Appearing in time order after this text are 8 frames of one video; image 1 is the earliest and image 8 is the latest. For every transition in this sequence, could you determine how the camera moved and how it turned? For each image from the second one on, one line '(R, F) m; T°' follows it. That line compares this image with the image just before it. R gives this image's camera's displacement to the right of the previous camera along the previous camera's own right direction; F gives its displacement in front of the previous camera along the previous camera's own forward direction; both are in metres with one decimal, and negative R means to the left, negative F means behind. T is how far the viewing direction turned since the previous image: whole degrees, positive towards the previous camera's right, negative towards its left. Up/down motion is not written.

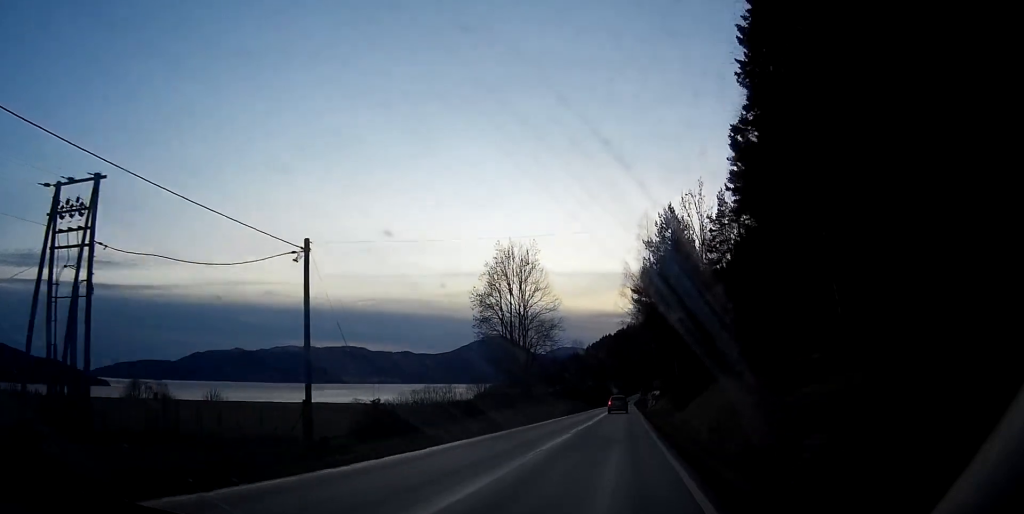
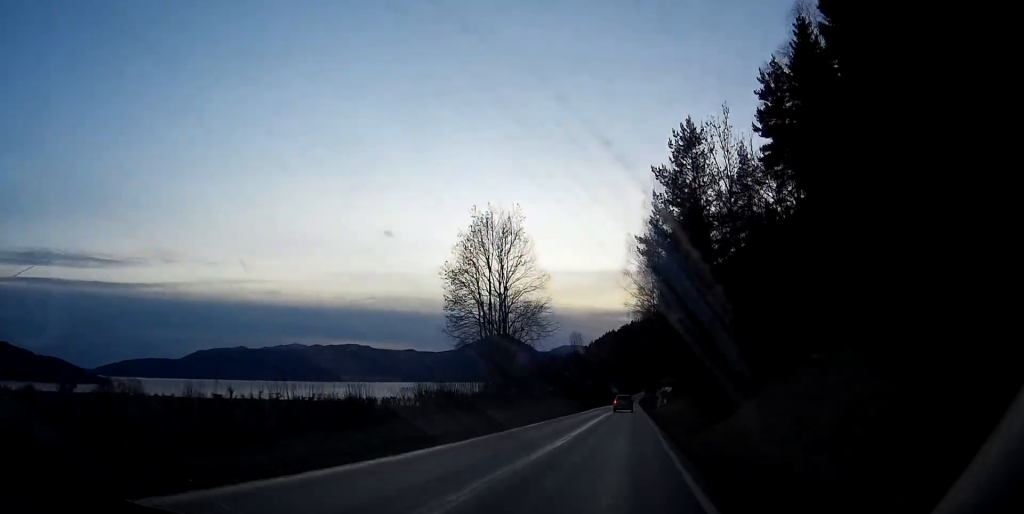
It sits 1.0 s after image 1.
(0.0, +17.7) m; 0°
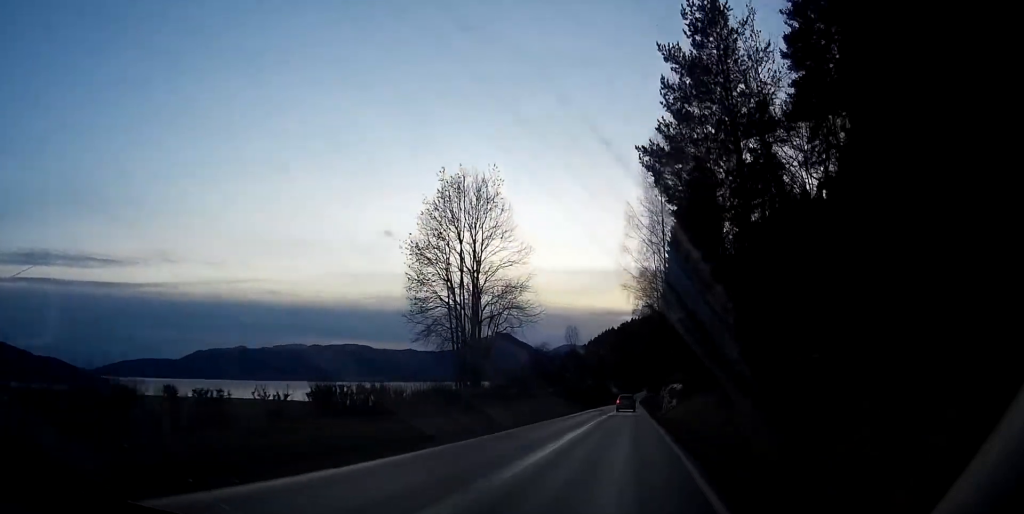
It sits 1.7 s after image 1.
(0.0, +14.2) m; 0°
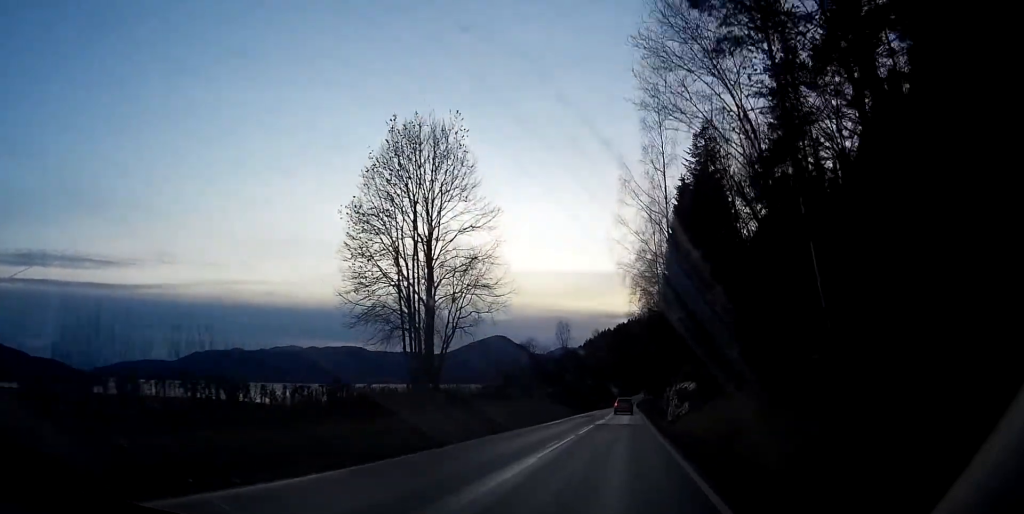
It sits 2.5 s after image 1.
(-0.1, +14.3) m; 0°
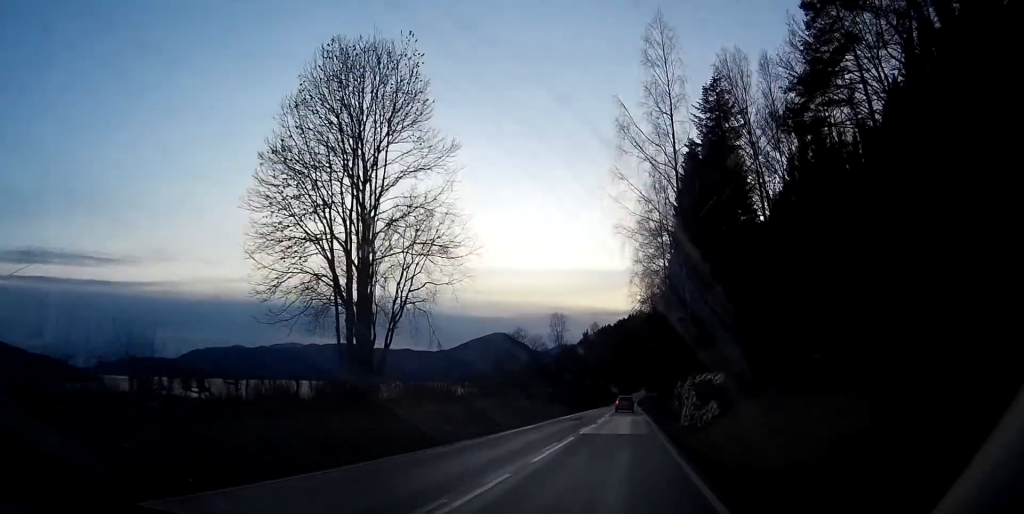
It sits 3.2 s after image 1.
(+0.1, +13.2) m; +1°
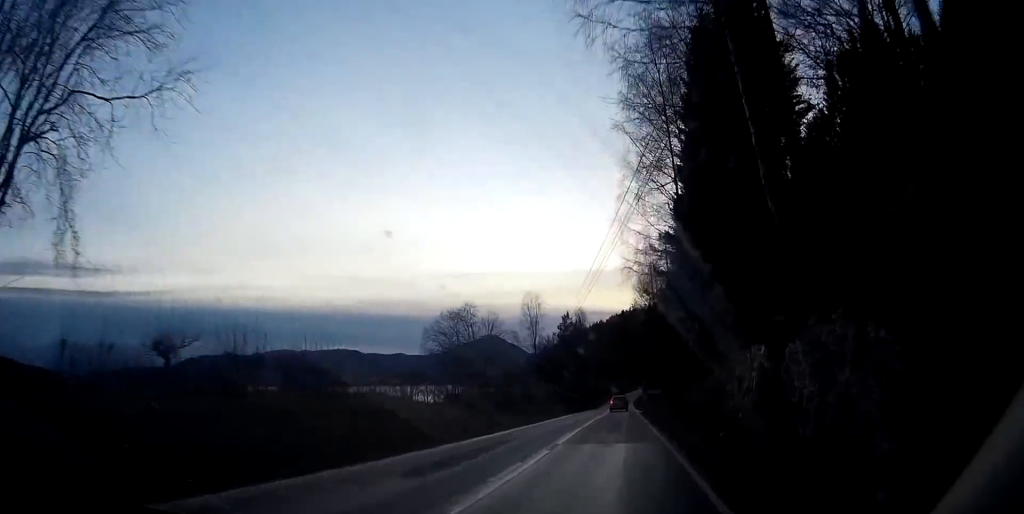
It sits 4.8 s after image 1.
(+0.7, +30.8) m; +3°
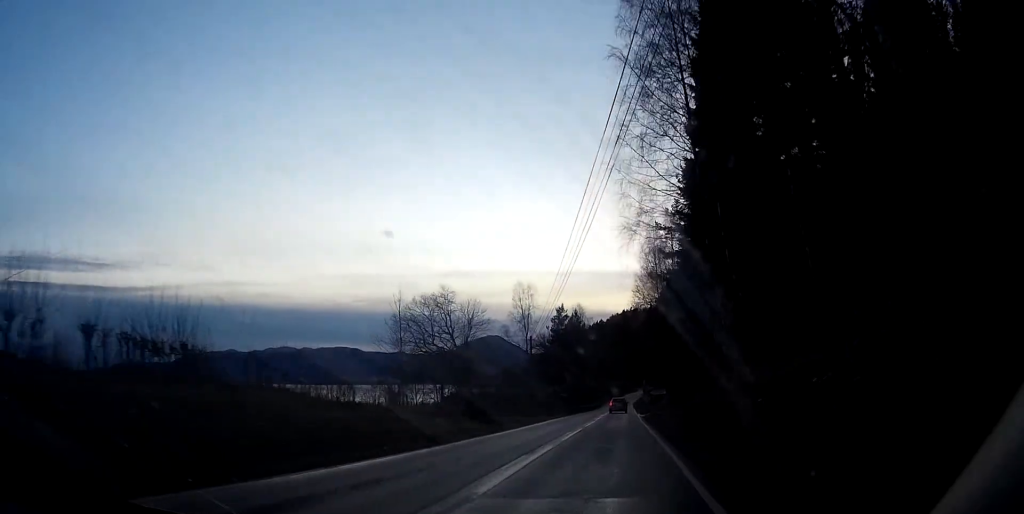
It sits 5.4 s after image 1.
(+0.2, +10.1) m; +1°
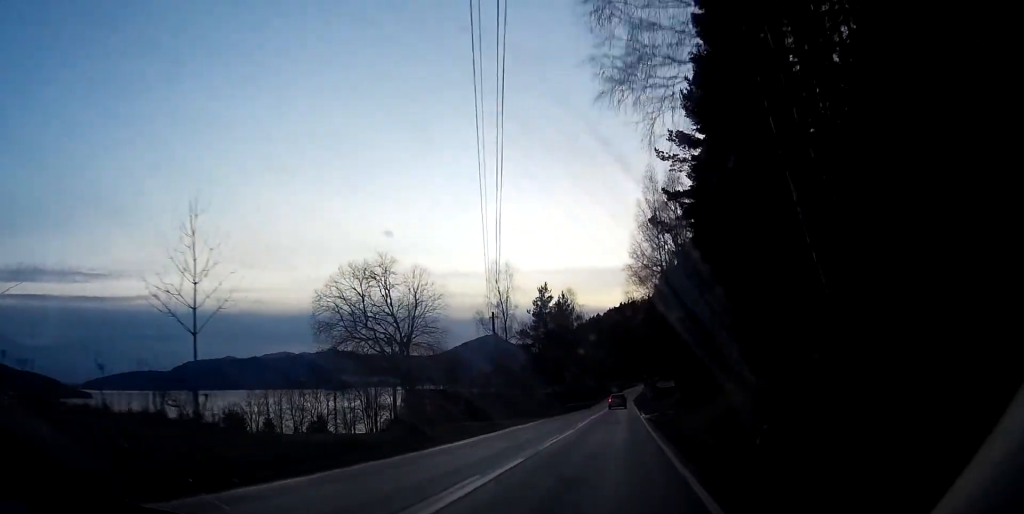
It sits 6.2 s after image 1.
(-0.1, +16.1) m; -1°
